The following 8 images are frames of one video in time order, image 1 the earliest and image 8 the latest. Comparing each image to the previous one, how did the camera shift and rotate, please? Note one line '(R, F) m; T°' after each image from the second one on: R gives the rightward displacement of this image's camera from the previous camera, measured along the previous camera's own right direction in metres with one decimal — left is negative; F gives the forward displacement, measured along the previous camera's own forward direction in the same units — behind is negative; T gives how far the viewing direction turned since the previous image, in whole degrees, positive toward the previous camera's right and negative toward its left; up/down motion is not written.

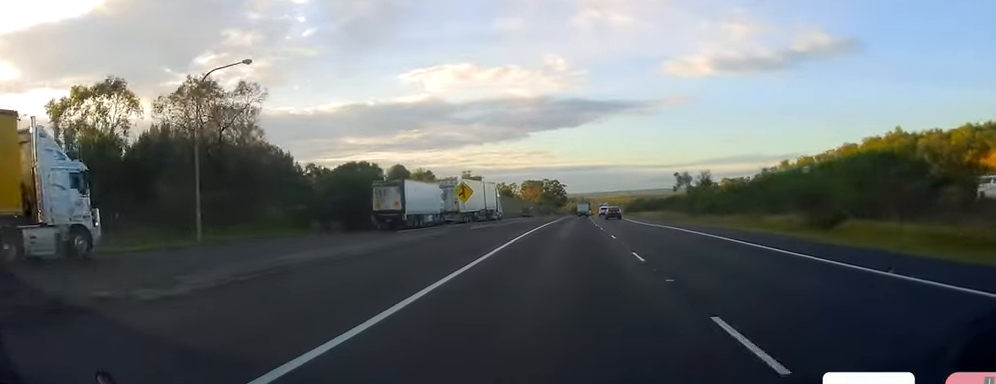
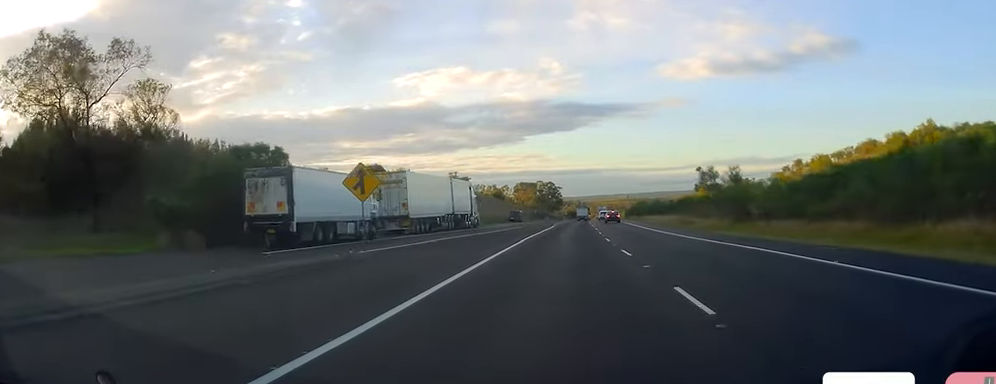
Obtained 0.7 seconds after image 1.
(+0.2, +20.4) m; +1°
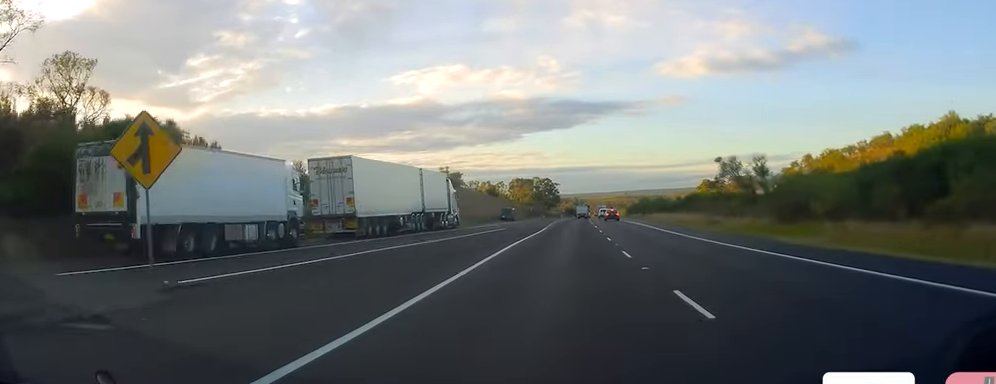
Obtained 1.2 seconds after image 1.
(0.0, +12.0) m; +1°
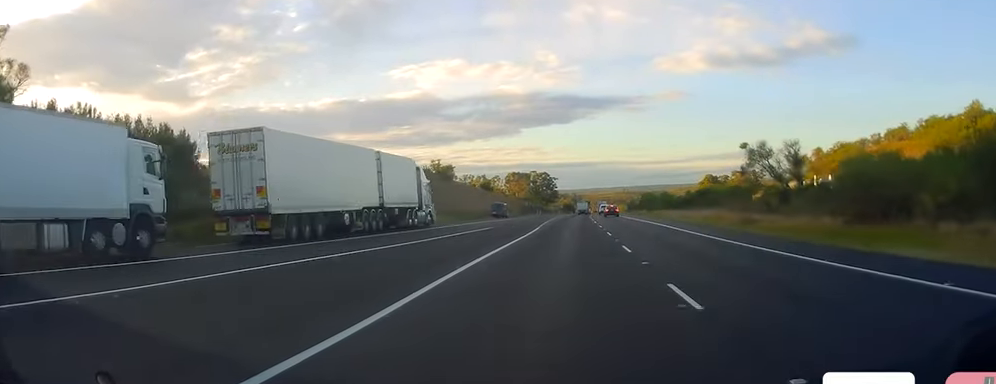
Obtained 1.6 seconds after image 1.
(+0.2, +11.1) m; 0°
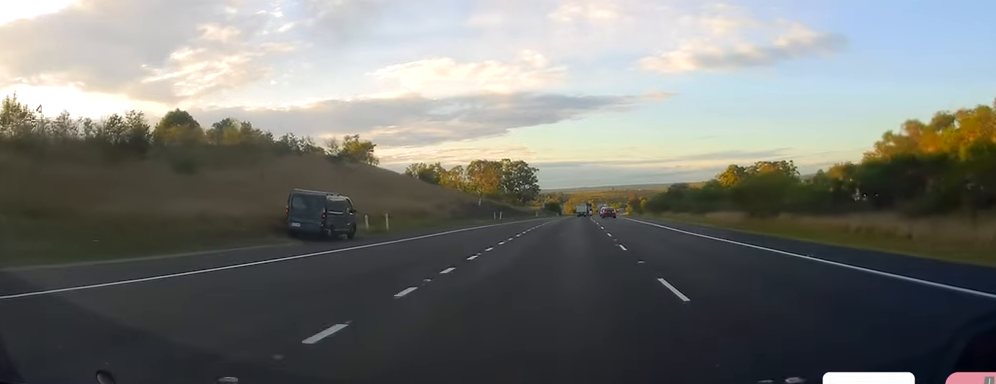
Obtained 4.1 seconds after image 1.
(+0.3, +70.2) m; +1°
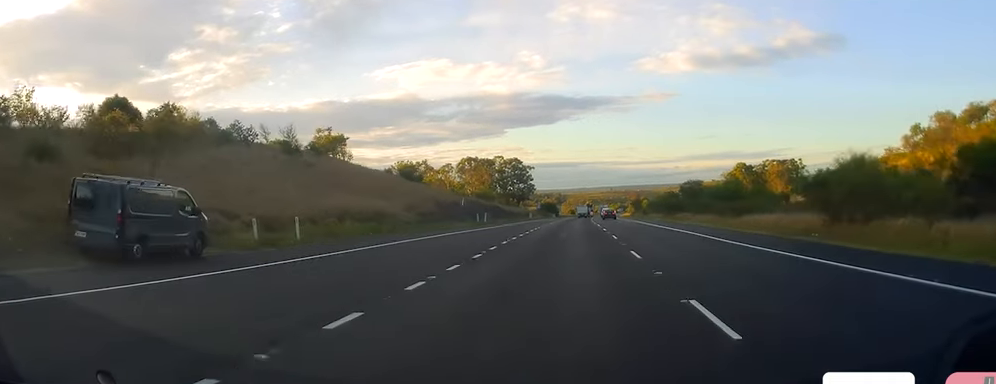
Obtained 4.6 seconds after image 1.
(0.0, +14.8) m; 0°
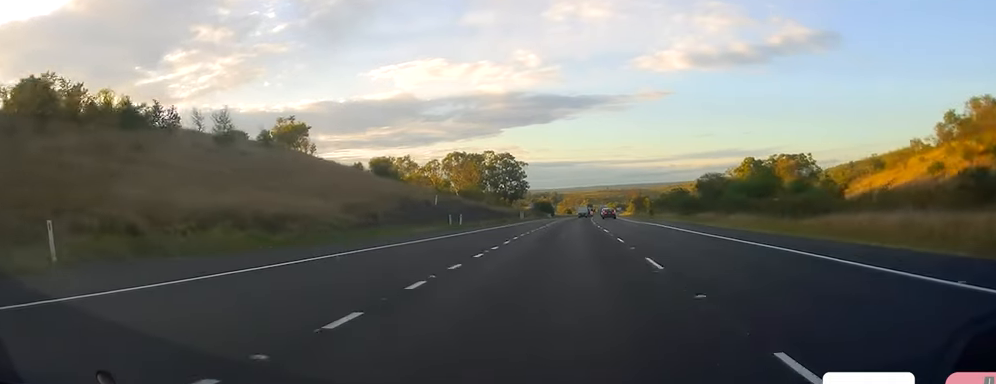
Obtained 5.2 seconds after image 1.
(-0.1, +15.7) m; 0°
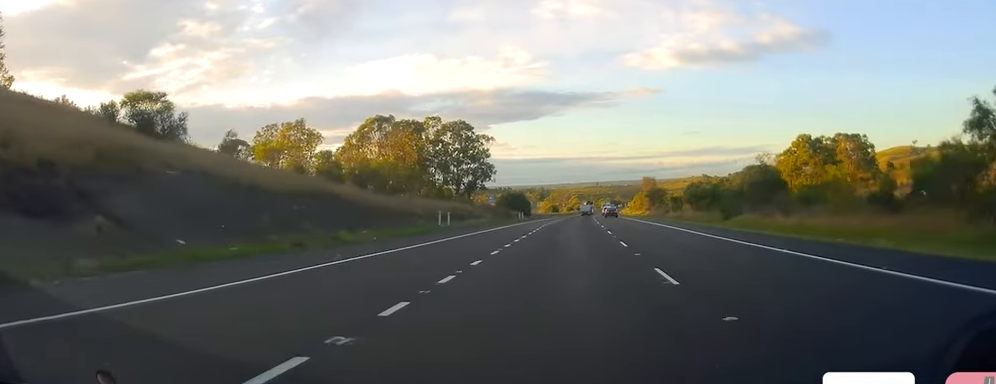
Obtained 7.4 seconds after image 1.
(-0.1, +61.7) m; 0°
